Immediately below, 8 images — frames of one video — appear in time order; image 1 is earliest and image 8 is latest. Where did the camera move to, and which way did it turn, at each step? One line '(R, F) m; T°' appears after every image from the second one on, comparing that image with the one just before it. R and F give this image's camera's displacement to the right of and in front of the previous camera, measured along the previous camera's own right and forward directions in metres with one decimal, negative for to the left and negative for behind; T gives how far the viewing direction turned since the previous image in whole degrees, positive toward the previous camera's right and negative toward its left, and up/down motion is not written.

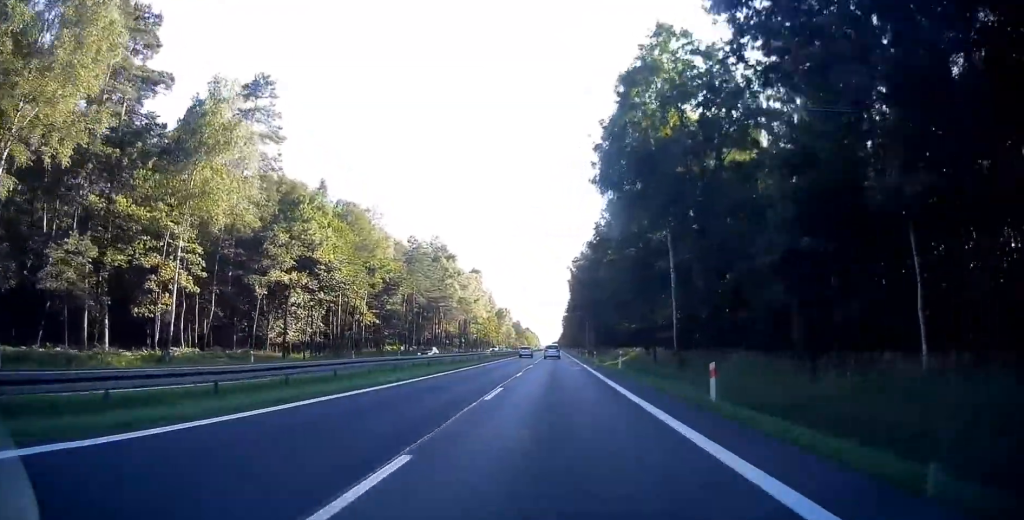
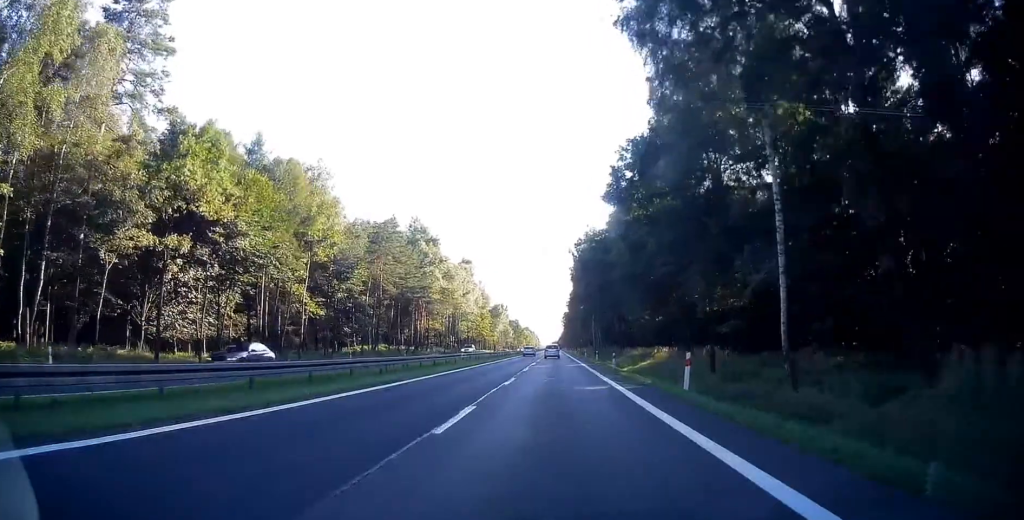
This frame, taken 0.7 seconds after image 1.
(-0.1, +17.9) m; -1°
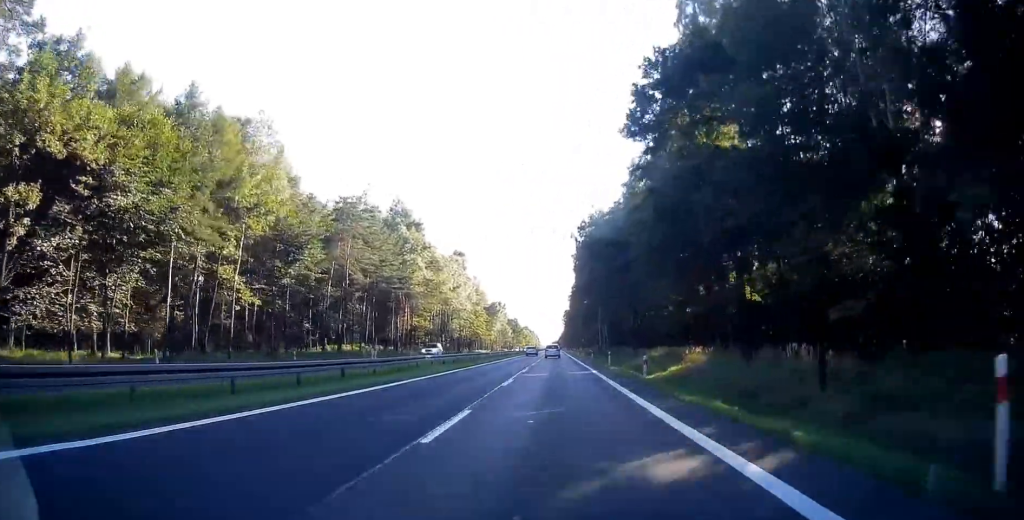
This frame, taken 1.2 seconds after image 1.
(-0.1, +12.8) m; 0°
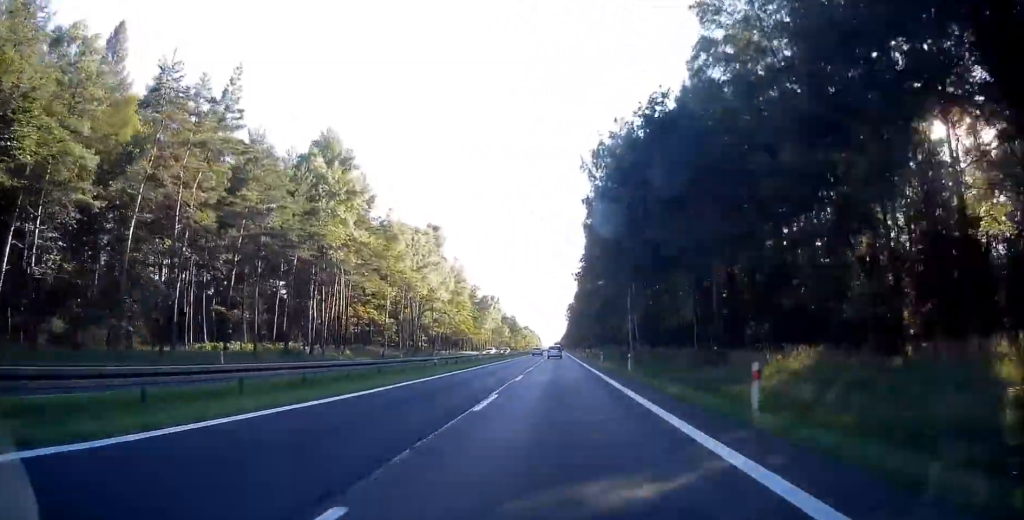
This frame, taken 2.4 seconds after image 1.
(-0.1, +31.4) m; 0°
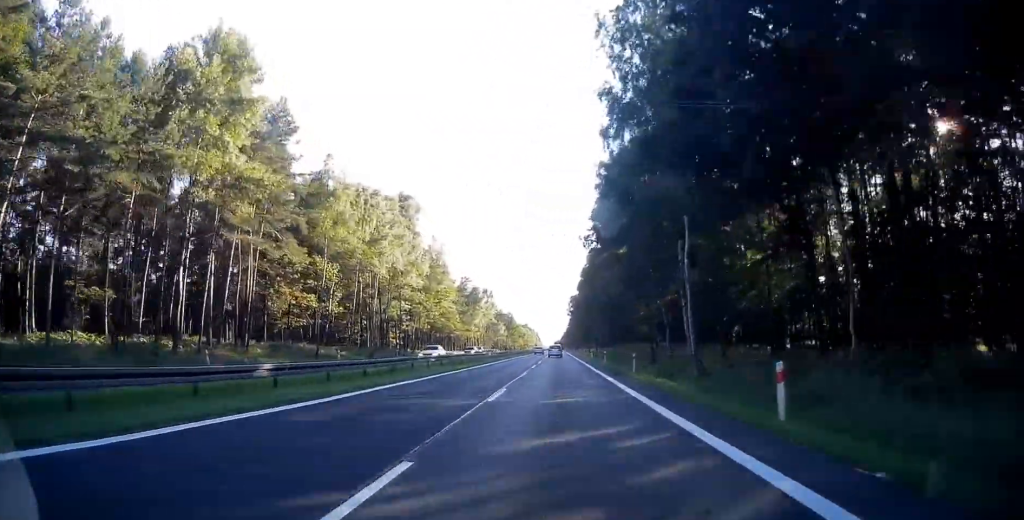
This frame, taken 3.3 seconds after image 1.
(0.0, +21.9) m; 0°
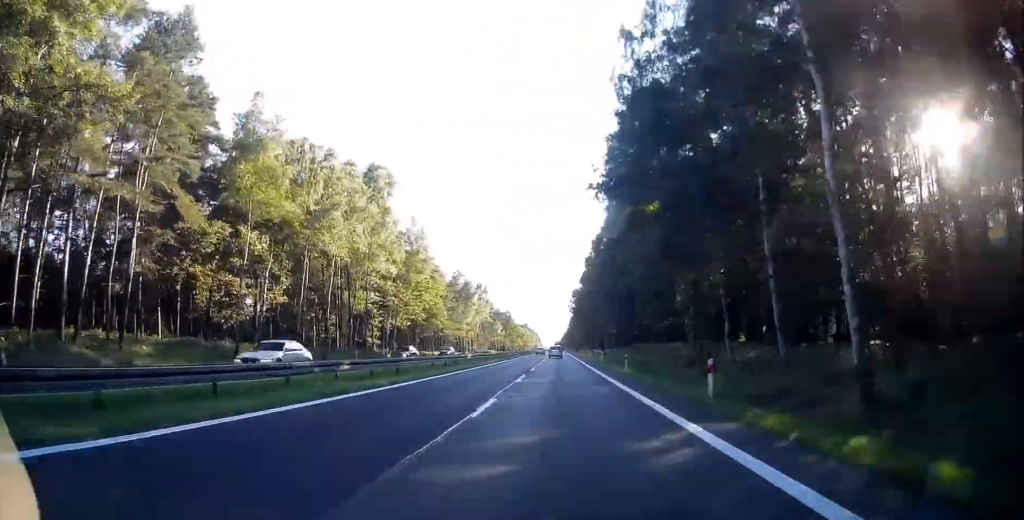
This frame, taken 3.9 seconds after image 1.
(0.0, +15.1) m; 0°
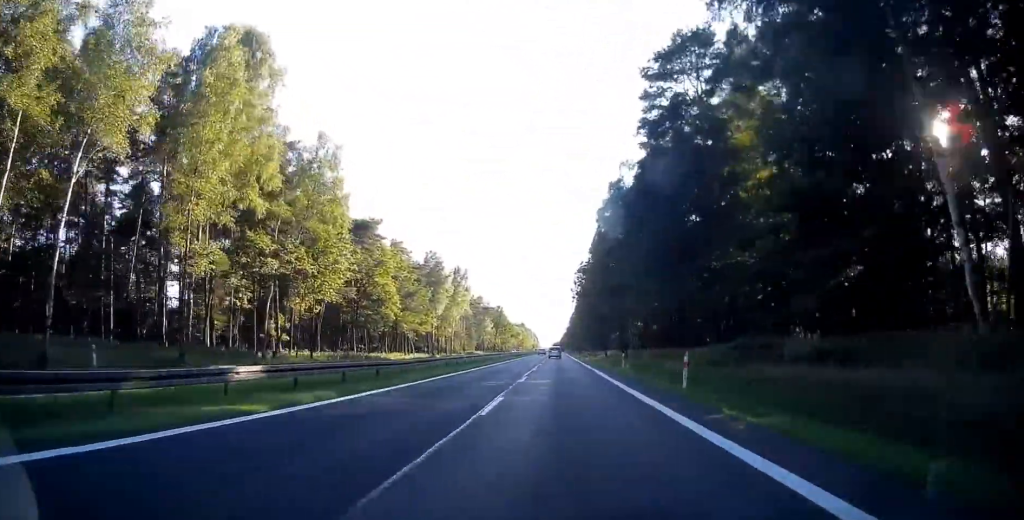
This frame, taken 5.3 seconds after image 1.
(+0.4, +35.2) m; +1°
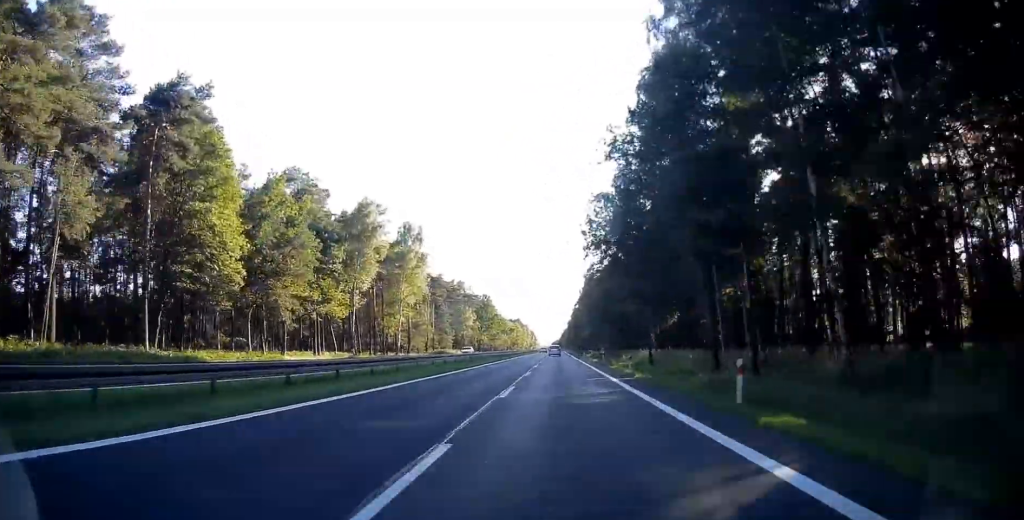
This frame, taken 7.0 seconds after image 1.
(-0.5, +44.1) m; -1°
